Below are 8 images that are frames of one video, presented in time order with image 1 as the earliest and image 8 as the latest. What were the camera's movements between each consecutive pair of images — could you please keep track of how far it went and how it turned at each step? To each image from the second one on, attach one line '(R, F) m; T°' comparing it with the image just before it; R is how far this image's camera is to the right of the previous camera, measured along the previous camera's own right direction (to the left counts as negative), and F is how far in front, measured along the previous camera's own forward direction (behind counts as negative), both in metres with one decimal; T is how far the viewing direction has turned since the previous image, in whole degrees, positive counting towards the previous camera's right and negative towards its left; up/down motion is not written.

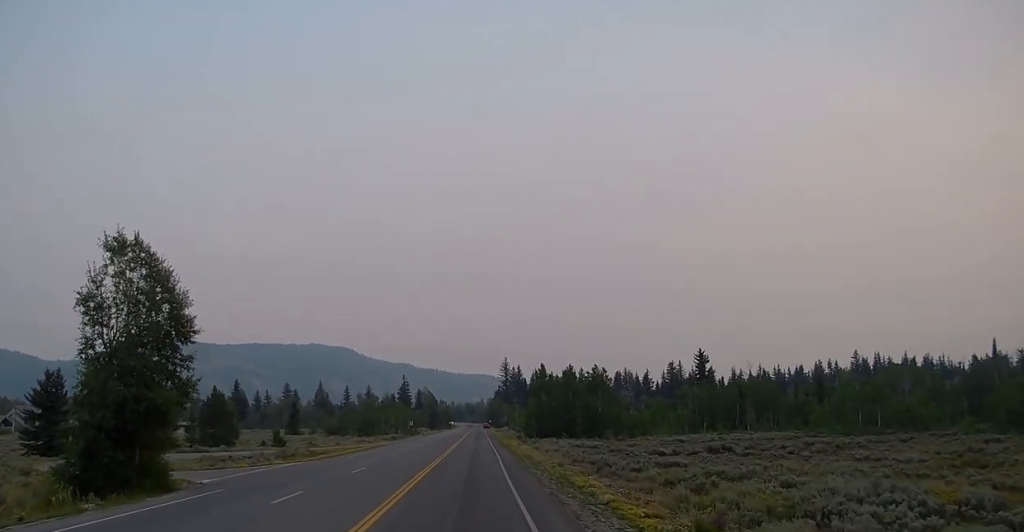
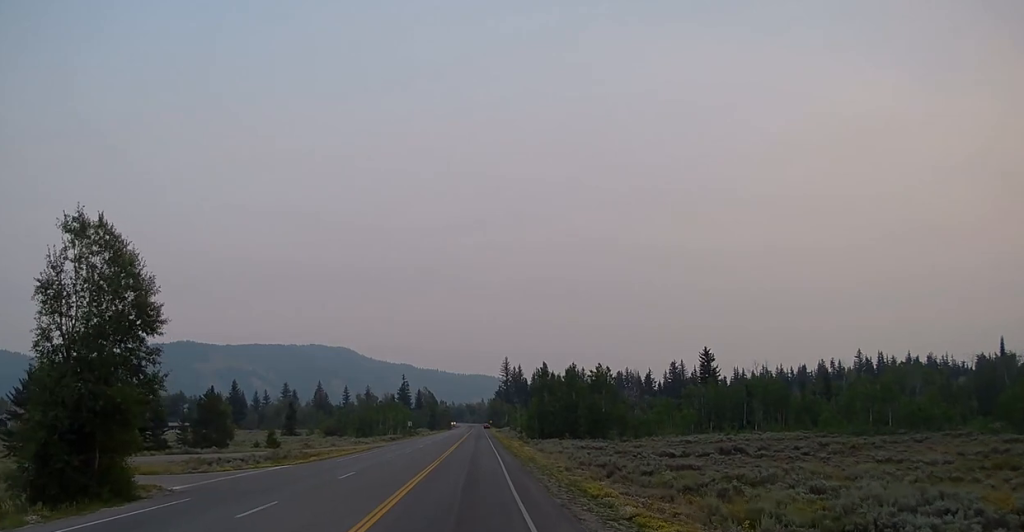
(-0.2, +3.4) m; +1°
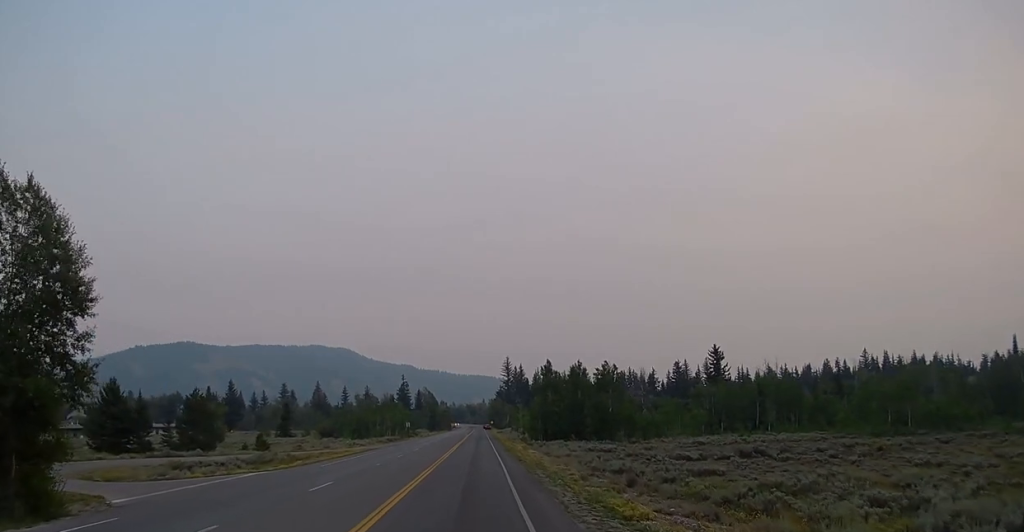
(+0.1, +5.0) m; 0°
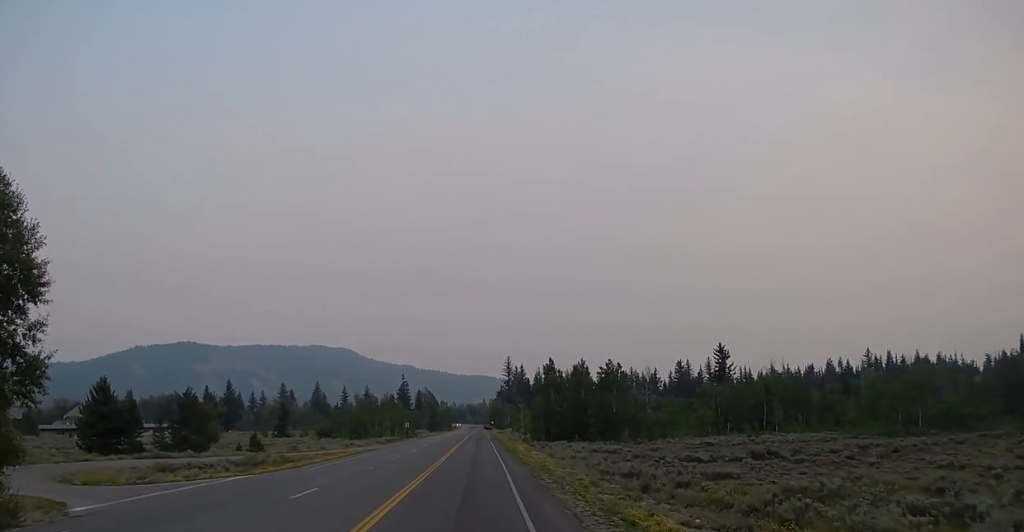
(+0.2, +2.6) m; 0°
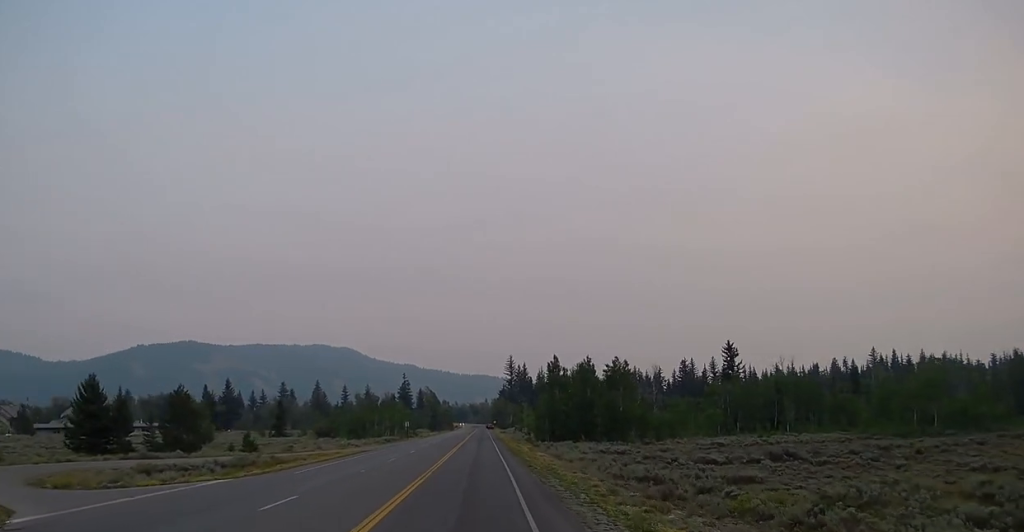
(-0.2, +3.2) m; -1°
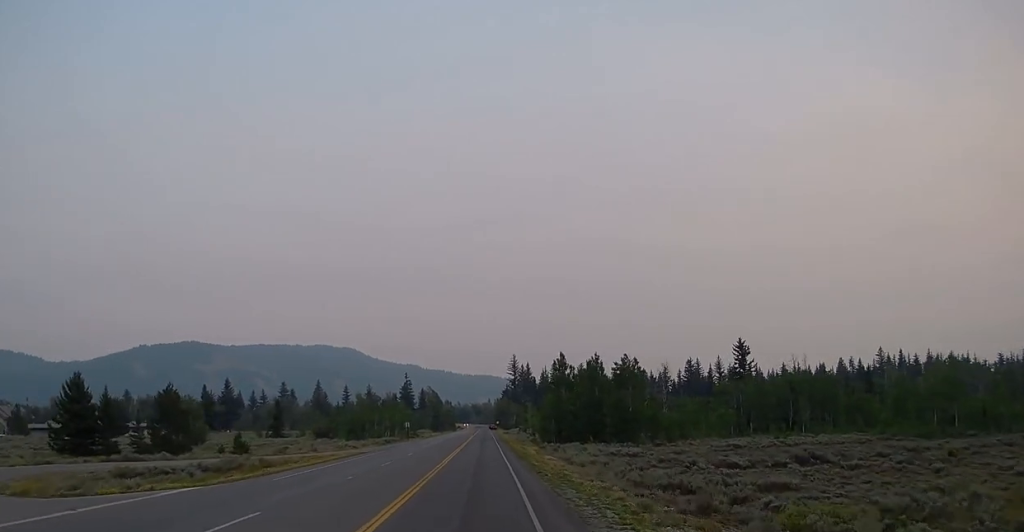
(-0.2, +3.9) m; -2°
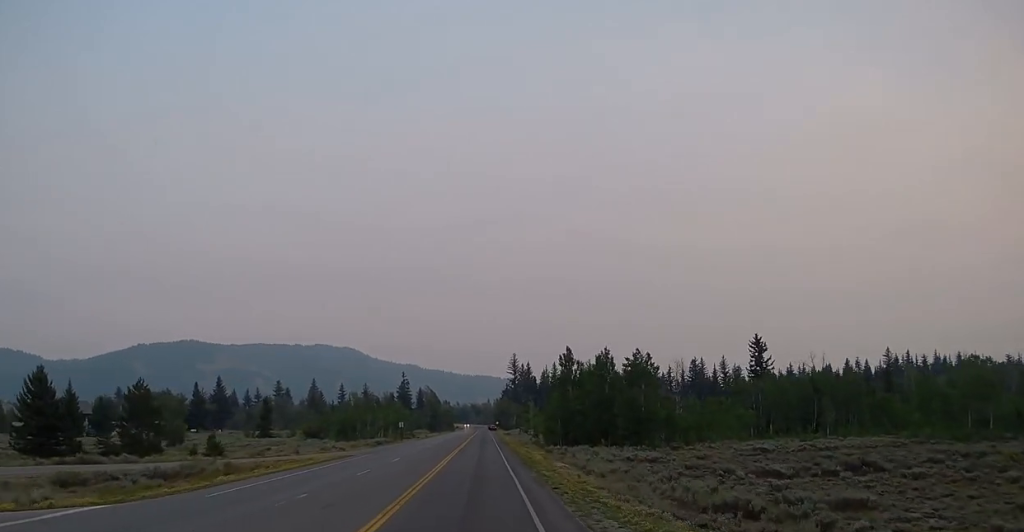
(+0.2, +7.2) m; 0°
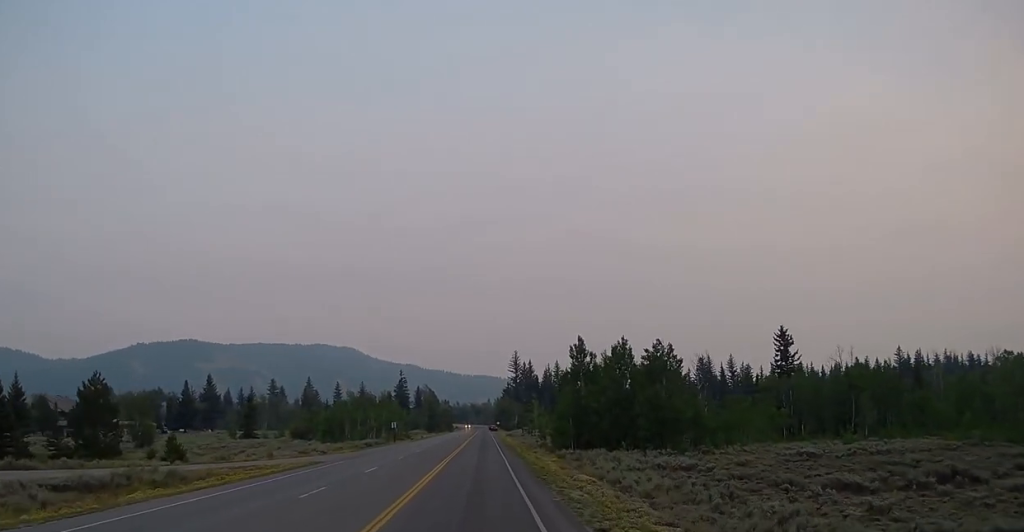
(-0.1, +9.9) m; +2°
